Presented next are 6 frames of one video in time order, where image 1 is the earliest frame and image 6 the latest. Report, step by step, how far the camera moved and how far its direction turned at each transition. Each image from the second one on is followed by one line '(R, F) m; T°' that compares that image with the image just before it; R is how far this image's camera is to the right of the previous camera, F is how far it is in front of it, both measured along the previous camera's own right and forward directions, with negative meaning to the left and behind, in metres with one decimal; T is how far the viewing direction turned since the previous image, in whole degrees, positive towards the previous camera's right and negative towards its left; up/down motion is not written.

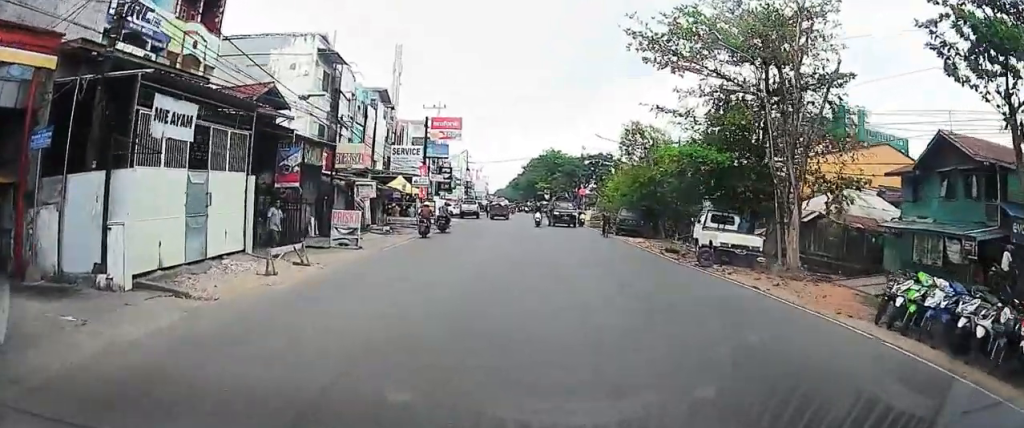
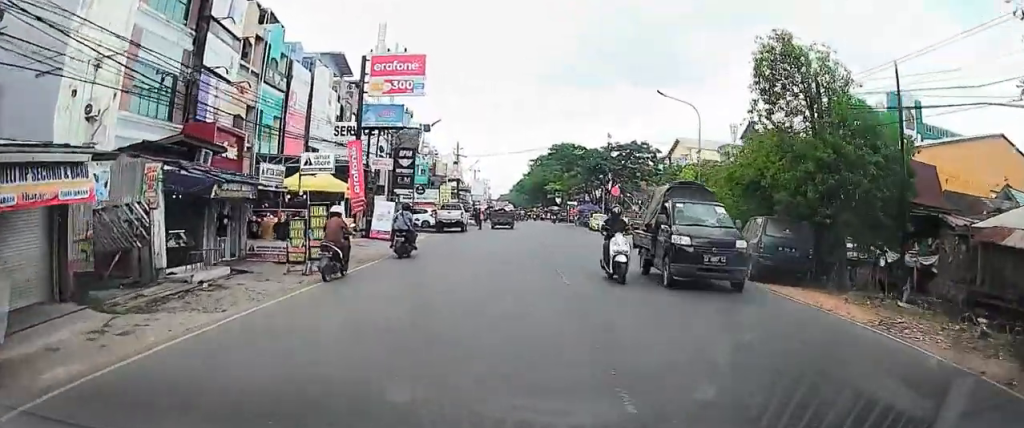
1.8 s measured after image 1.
(0.0, +18.0) m; 0°
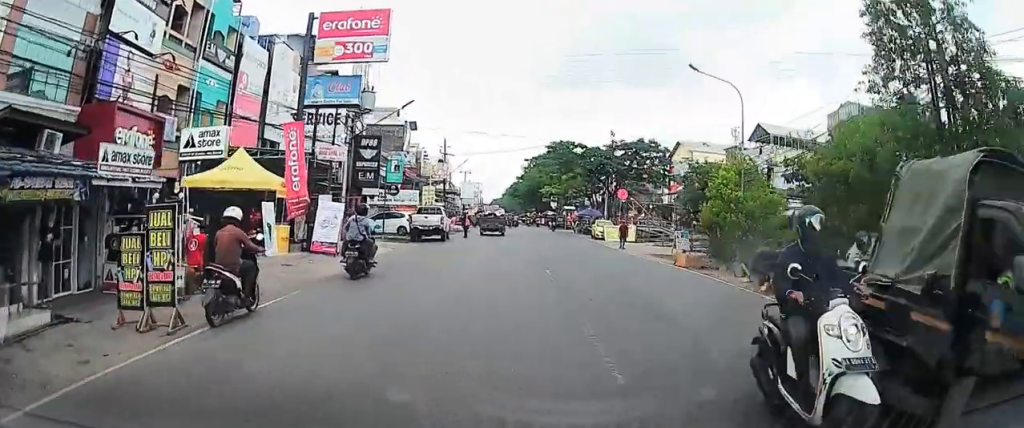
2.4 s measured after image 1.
(0.0, +6.4) m; 0°
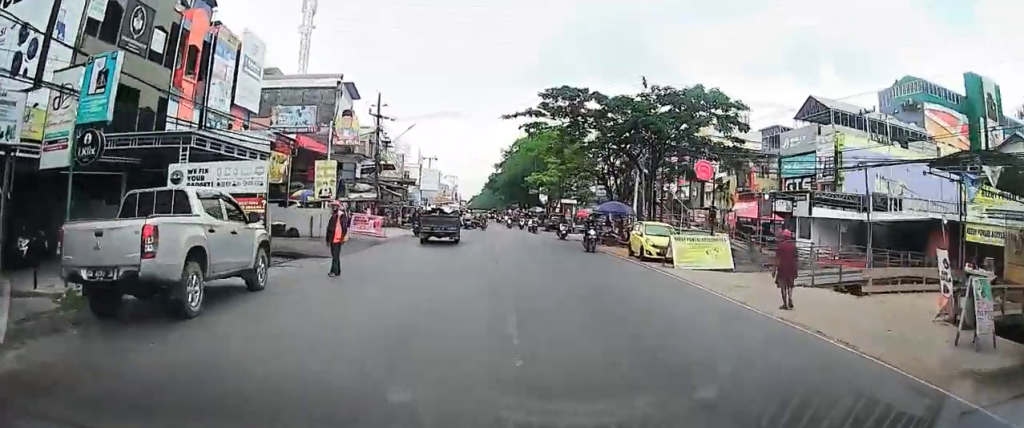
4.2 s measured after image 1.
(0.0, +22.0) m; 0°
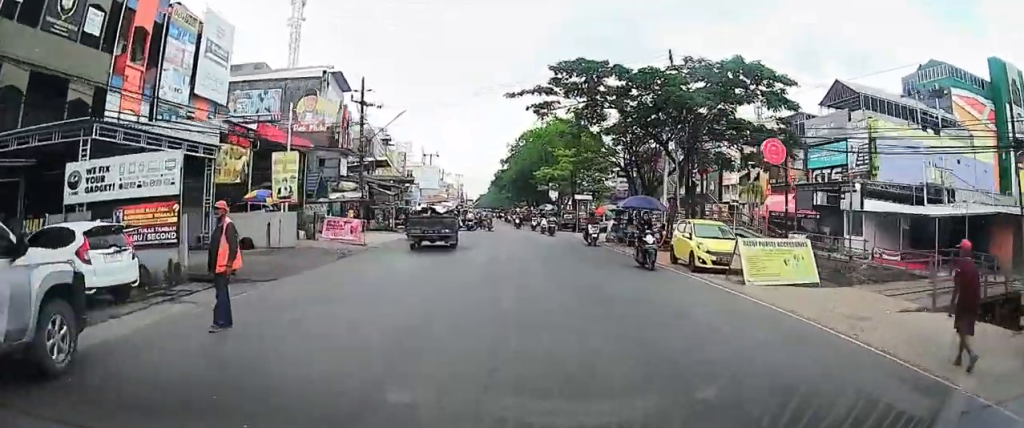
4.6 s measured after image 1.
(0.0, +5.3) m; 0°
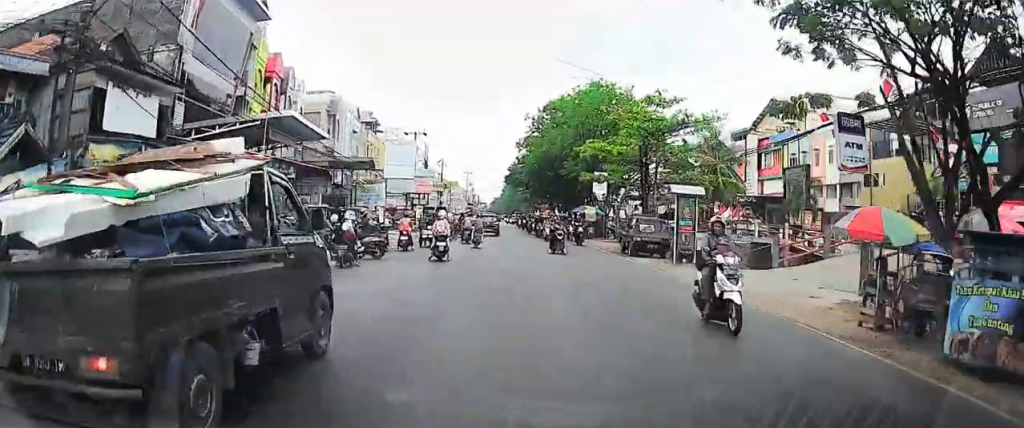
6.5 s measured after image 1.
(+0.1, +25.1) m; +1°
